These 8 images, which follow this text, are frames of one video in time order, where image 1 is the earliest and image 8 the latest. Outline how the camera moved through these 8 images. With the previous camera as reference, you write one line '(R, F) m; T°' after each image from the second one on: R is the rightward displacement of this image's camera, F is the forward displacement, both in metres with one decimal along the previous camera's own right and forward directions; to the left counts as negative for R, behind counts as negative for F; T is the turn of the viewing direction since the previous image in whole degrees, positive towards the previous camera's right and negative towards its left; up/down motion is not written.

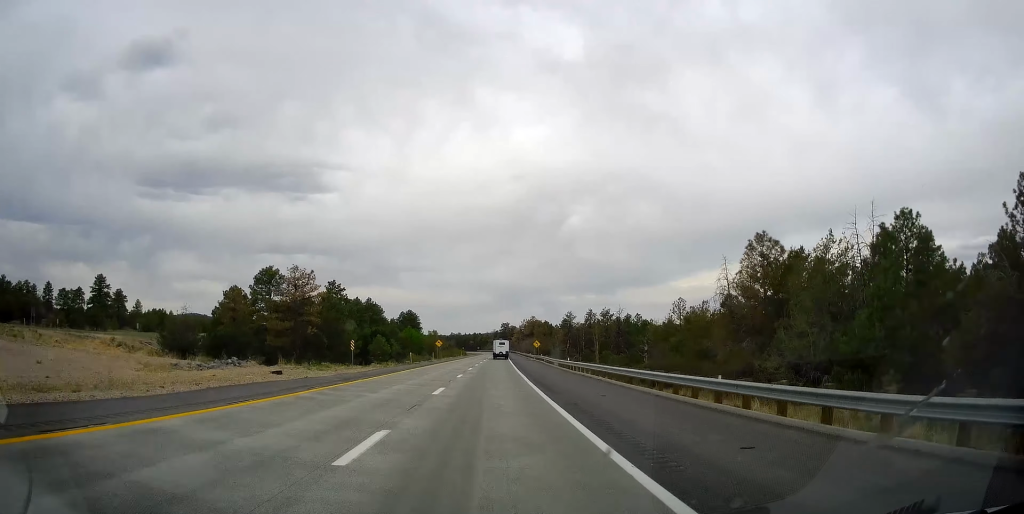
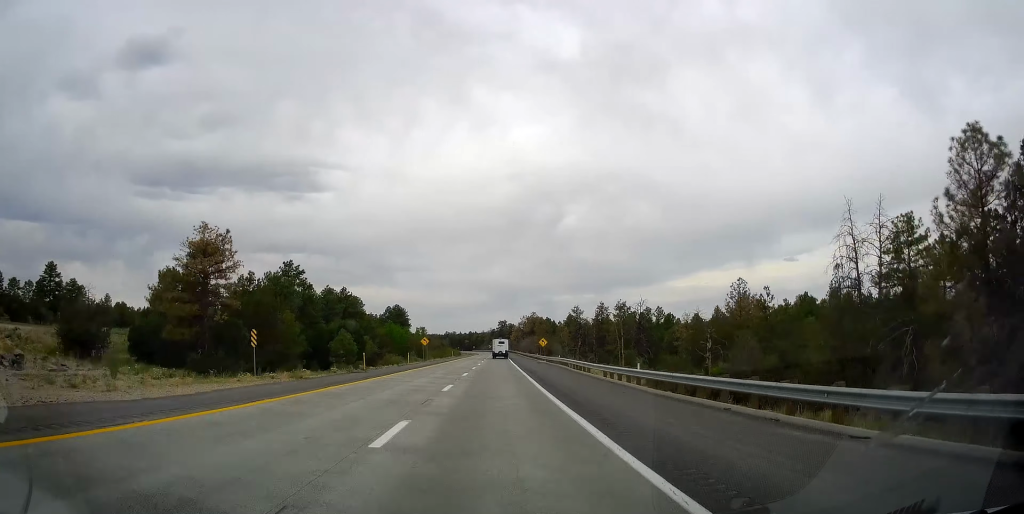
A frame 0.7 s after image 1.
(+0.2, +22.9) m; +1°
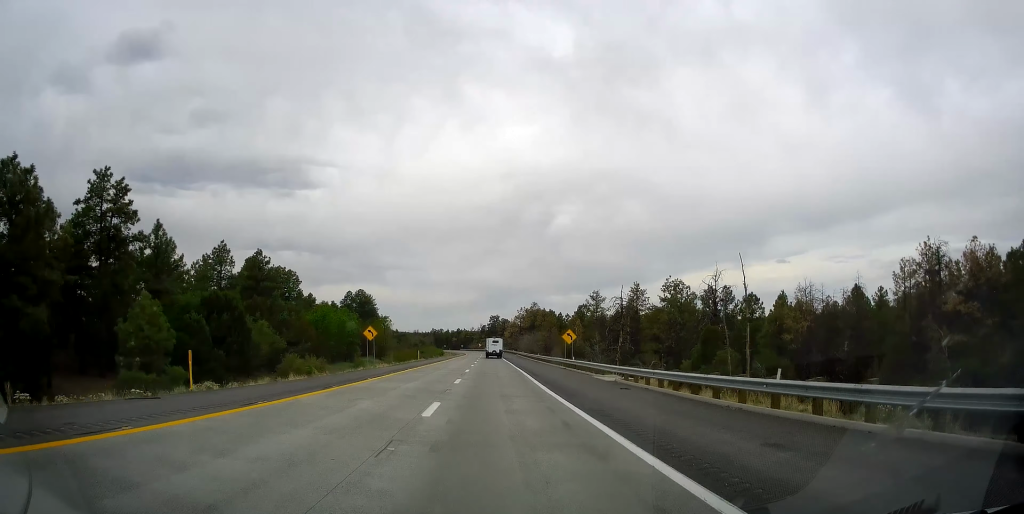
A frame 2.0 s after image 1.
(+0.4, +44.4) m; +1°
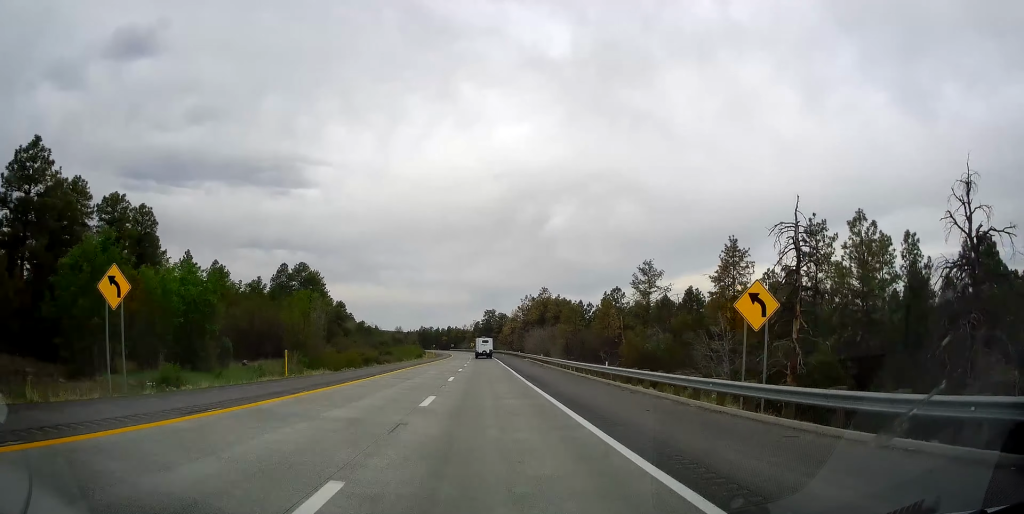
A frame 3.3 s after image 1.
(0.0, +46.6) m; 0°
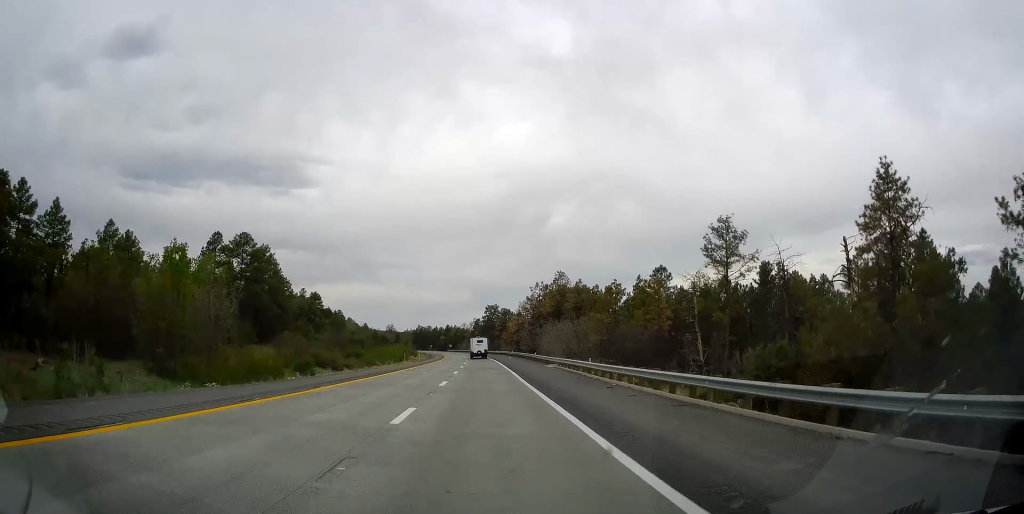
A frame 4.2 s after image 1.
(-0.1, +28.4) m; +1°
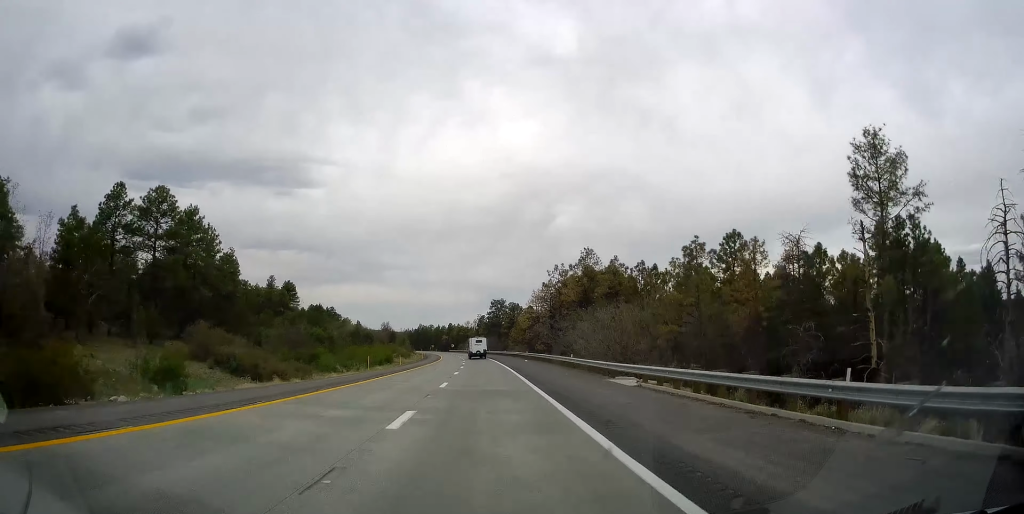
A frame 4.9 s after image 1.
(+0.4, +25.1) m; 0°
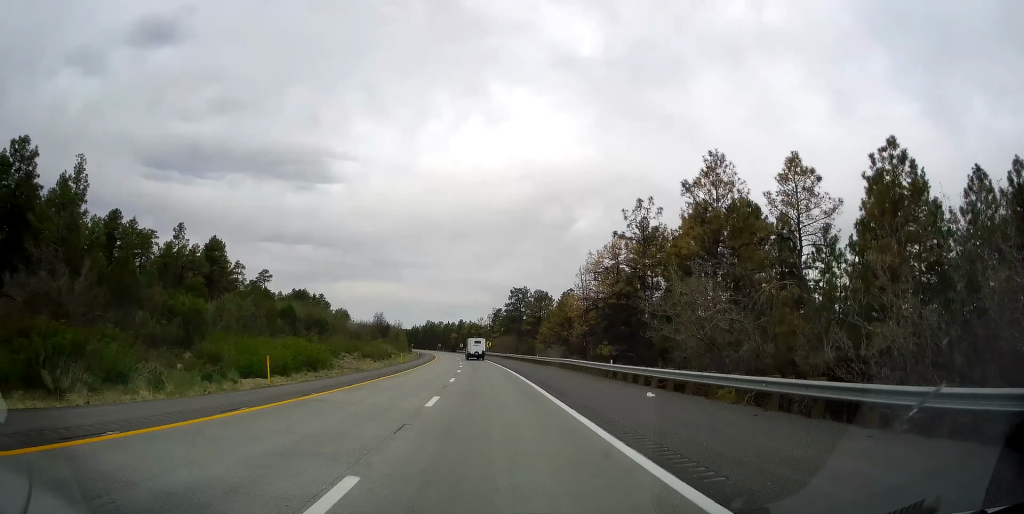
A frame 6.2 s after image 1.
(-0.4, +44.5) m; -2°
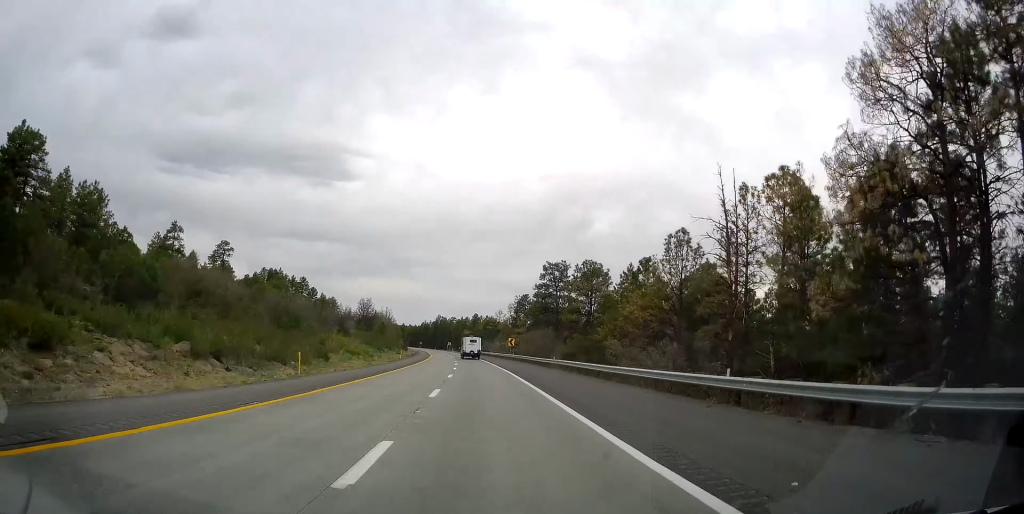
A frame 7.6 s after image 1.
(-0.7, +46.1) m; -1°
